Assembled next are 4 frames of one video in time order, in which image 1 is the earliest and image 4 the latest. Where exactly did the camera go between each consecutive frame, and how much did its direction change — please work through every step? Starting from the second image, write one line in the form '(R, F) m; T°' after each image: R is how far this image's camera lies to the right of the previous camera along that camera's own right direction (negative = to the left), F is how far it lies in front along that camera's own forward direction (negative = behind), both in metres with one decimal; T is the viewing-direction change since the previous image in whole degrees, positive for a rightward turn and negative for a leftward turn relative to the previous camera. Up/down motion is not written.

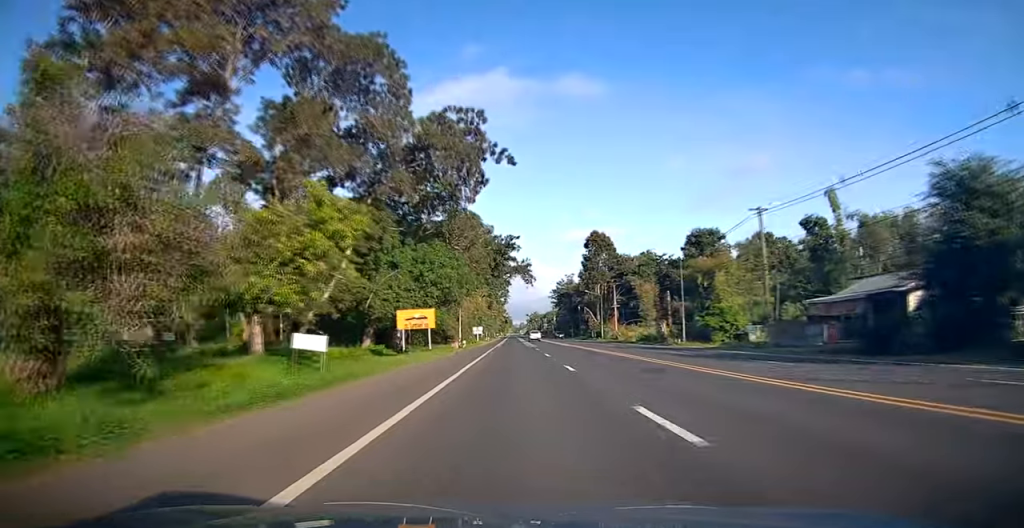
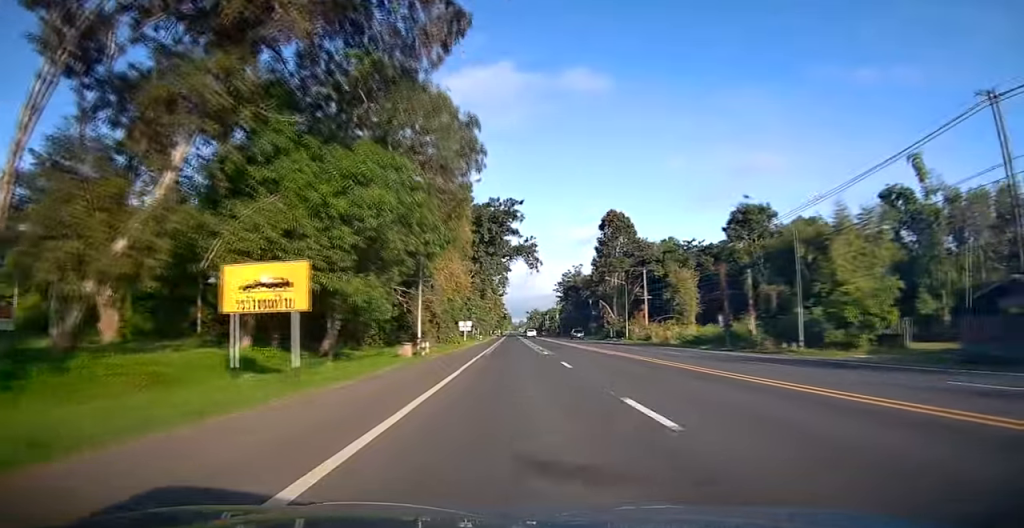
(-0.3, +22.7) m; +1°
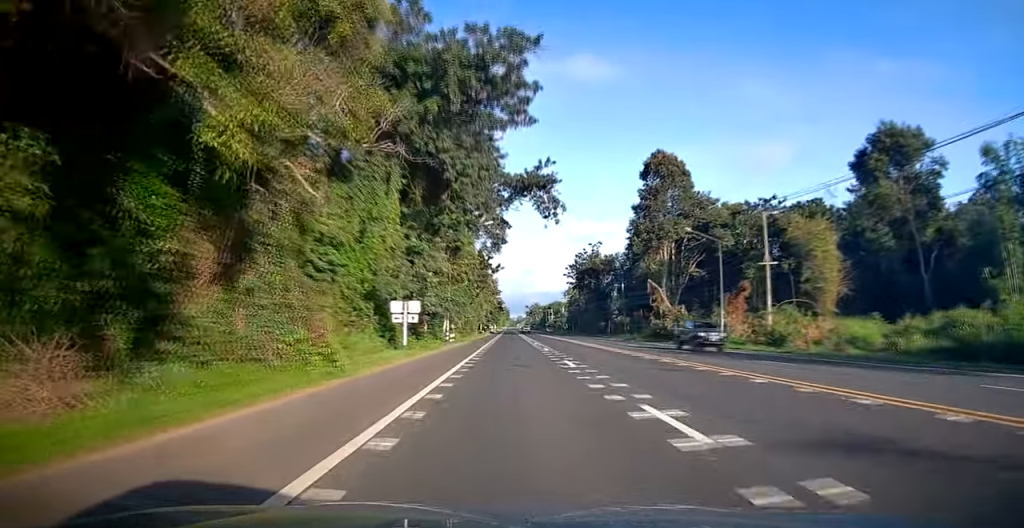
(-0.2, +37.7) m; -2°
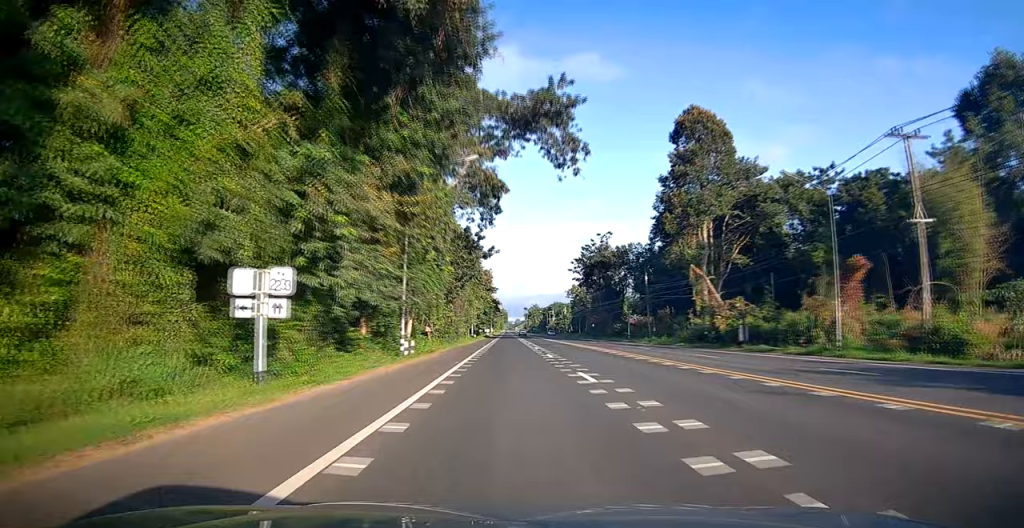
(+0.2, +17.3) m; +2°
